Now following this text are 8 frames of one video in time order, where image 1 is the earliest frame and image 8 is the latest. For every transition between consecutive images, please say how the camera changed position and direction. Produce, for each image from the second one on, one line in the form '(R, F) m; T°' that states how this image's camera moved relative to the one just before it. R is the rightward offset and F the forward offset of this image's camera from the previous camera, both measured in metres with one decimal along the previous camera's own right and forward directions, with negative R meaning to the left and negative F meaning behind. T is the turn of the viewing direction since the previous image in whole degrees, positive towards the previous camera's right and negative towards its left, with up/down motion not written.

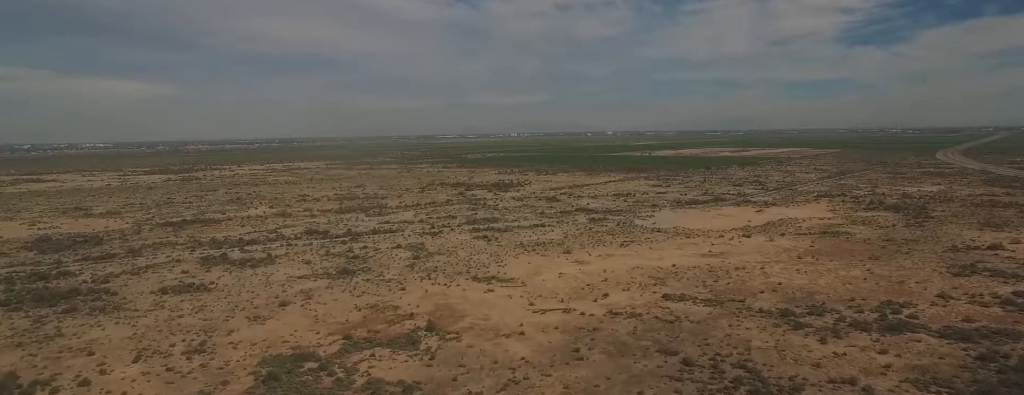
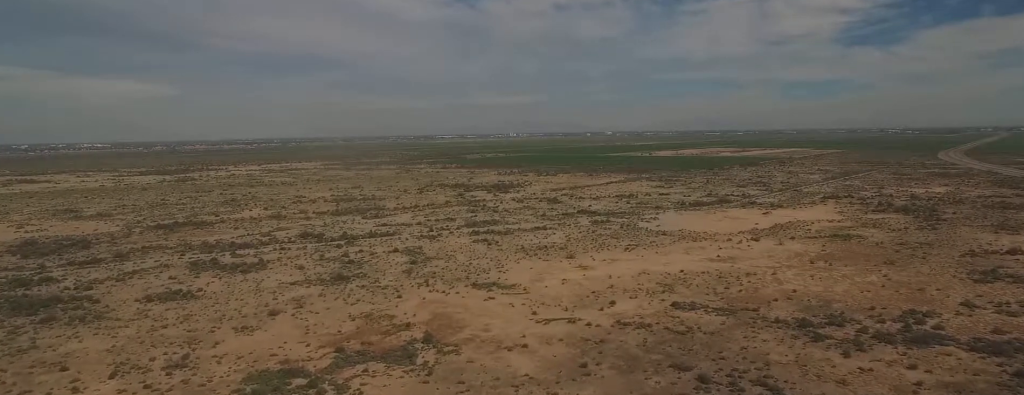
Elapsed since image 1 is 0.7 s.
(0.0, +10.6) m; 0°
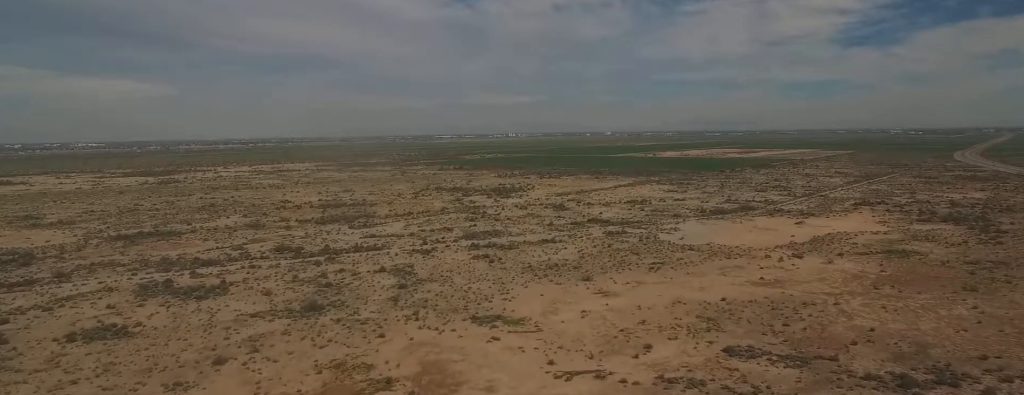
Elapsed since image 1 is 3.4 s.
(-0.7, +42.8) m; -2°
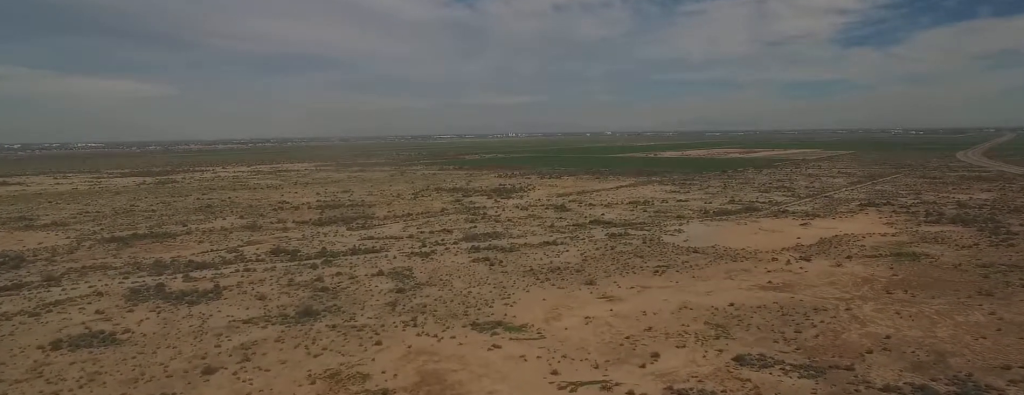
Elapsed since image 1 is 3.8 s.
(0.0, +6.4) m; 0°
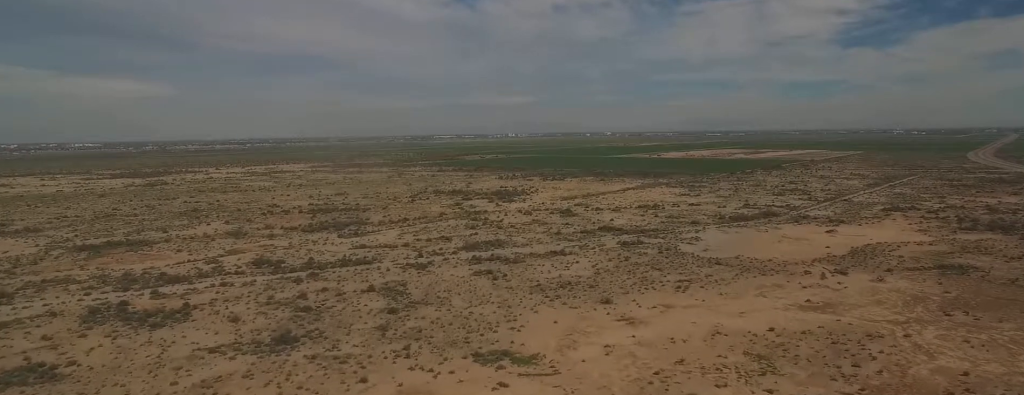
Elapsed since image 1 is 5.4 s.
(+0.1, +26.1) m; 0°
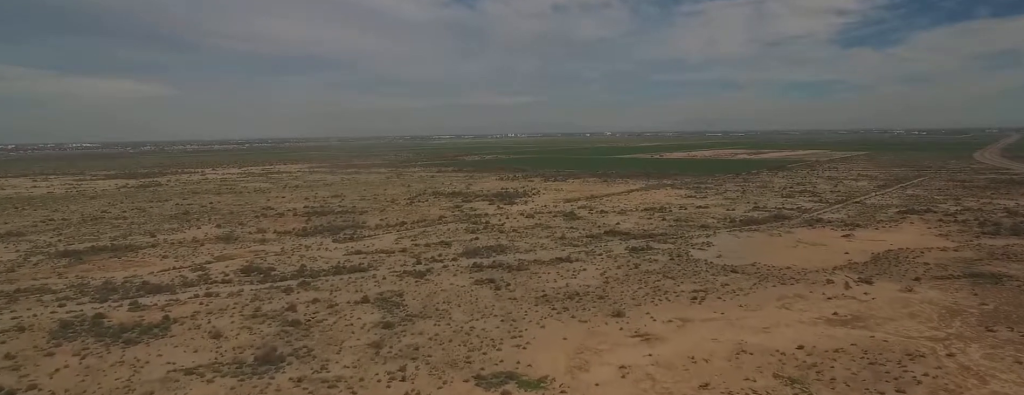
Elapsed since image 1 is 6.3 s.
(0.0, +15.0) m; 0°
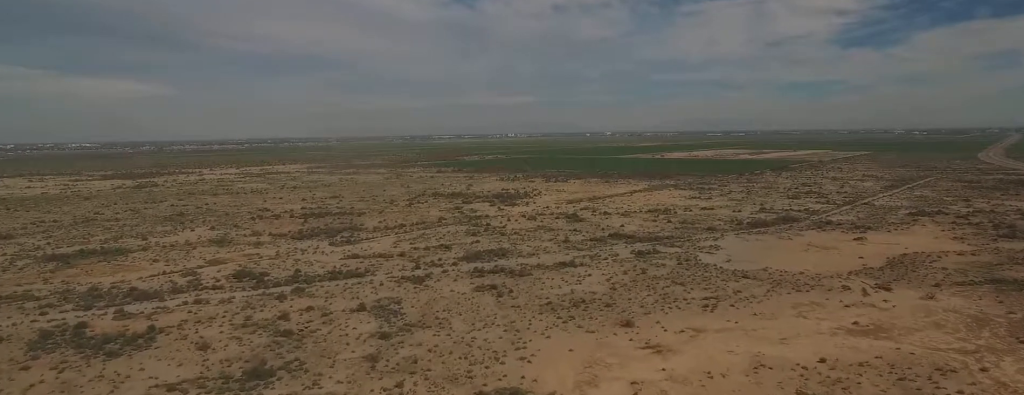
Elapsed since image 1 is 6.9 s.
(0.0, +9.7) m; 0°
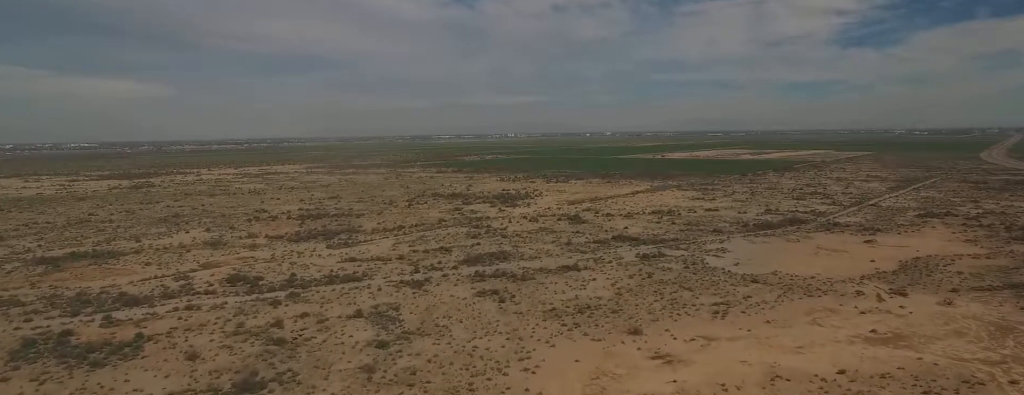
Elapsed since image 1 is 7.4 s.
(0.0, +7.5) m; 0°
